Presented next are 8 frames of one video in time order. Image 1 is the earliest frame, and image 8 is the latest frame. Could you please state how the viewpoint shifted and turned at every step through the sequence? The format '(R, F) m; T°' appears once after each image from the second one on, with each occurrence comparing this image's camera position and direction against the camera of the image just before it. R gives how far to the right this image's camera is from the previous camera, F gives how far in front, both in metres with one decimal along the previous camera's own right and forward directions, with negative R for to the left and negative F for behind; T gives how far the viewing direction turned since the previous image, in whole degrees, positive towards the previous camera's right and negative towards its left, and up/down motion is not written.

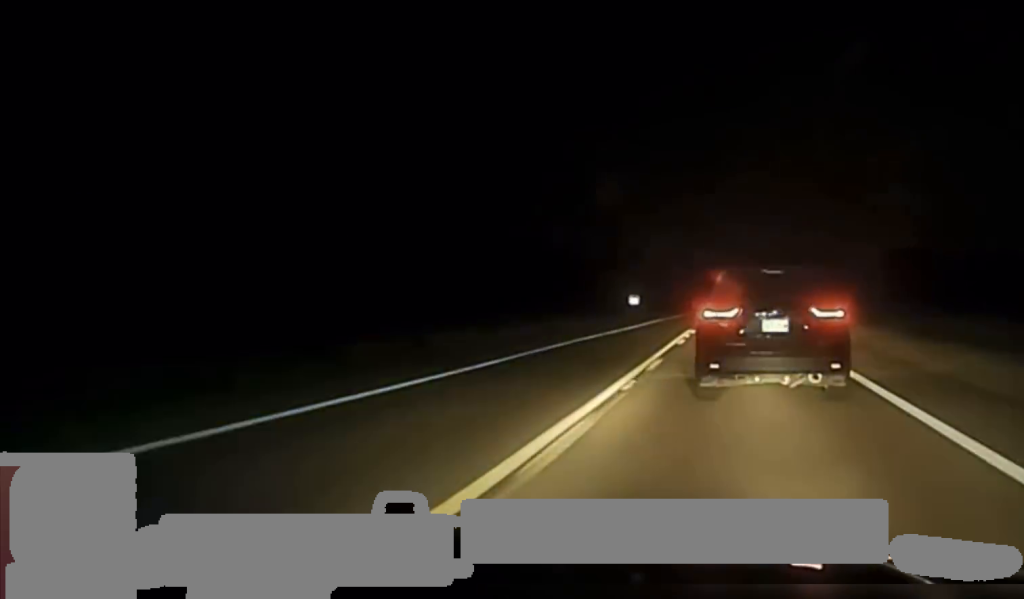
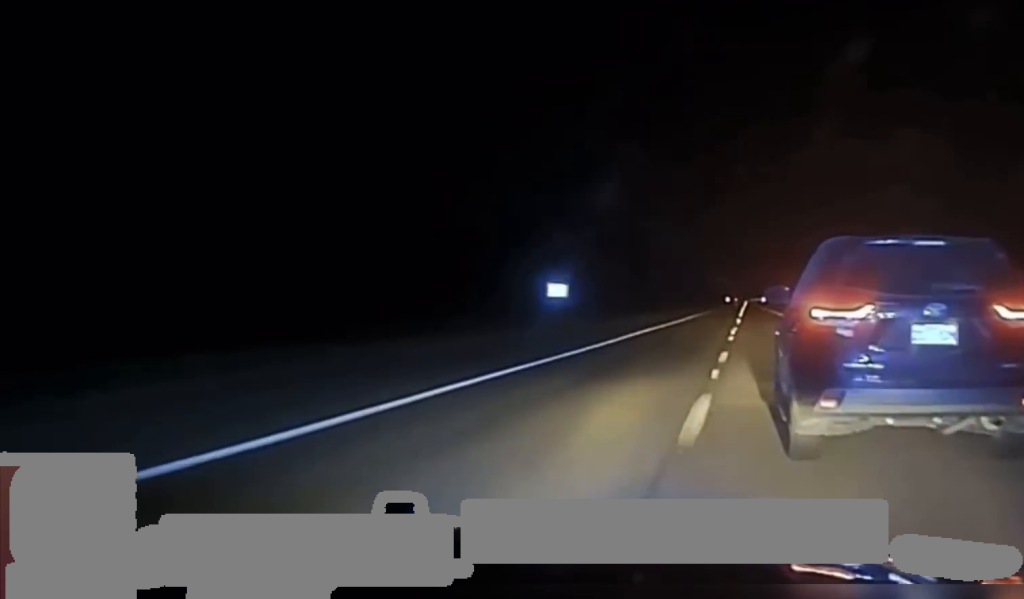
(-0.4, +68.4) m; 0°
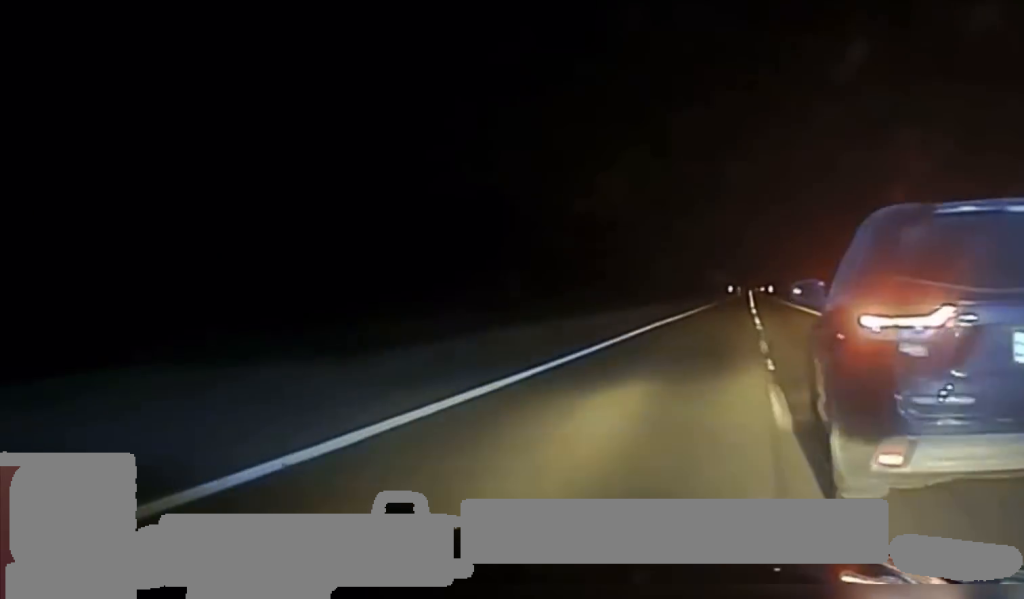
(+0.3, +44.9) m; 0°
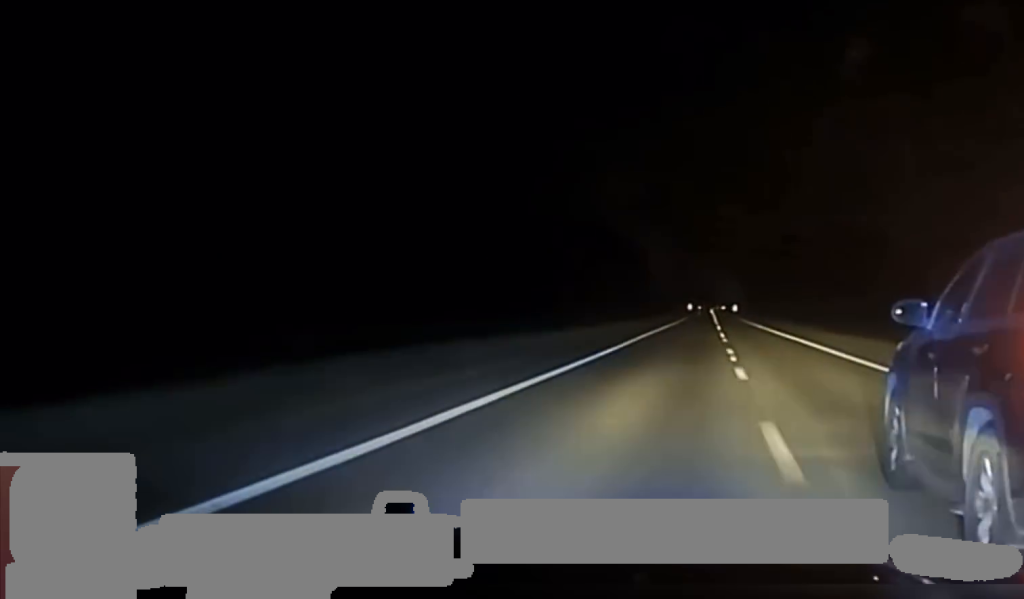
(0.0, +35.2) m; 0°
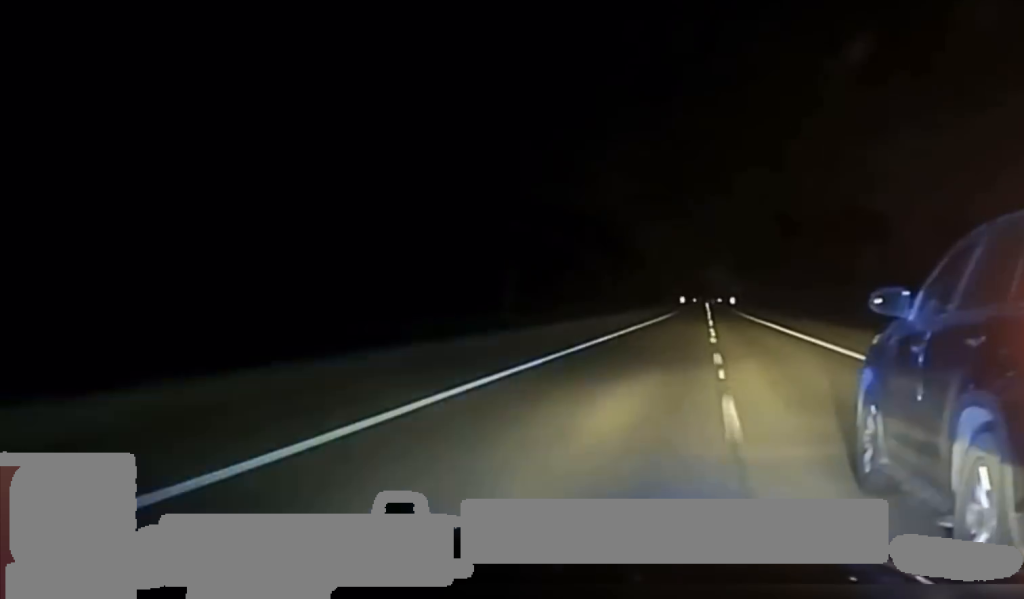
(0.0, +31.8) m; 0°
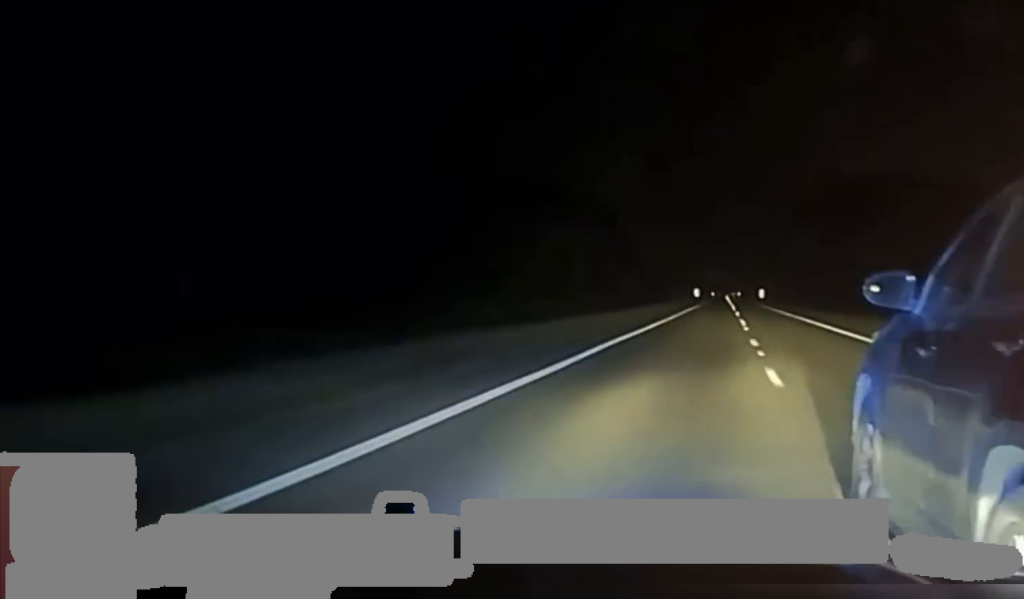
(0.0, +69.9) m; 0°
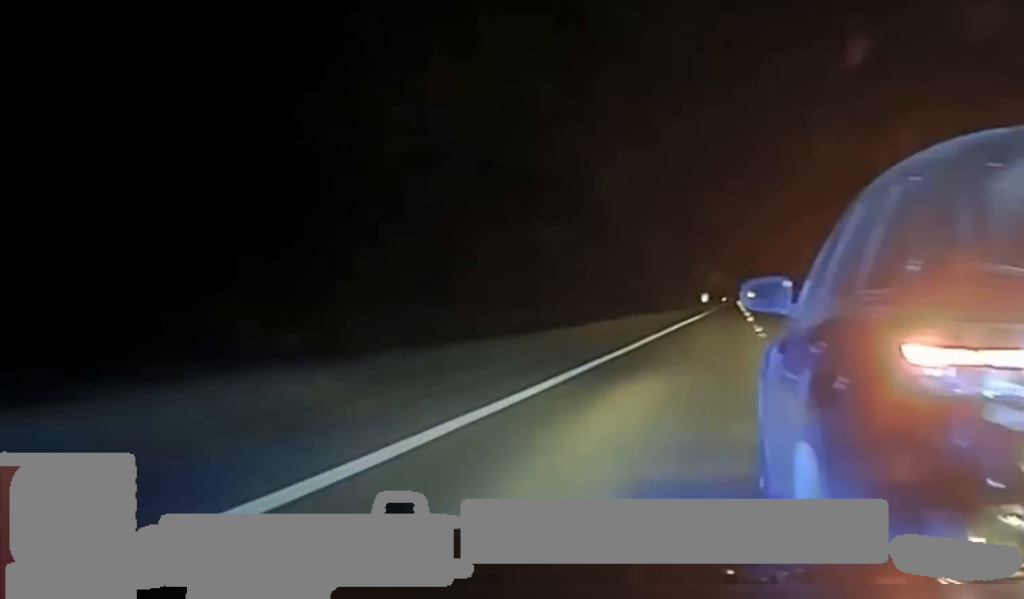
(0.0, +27.5) m; 0°
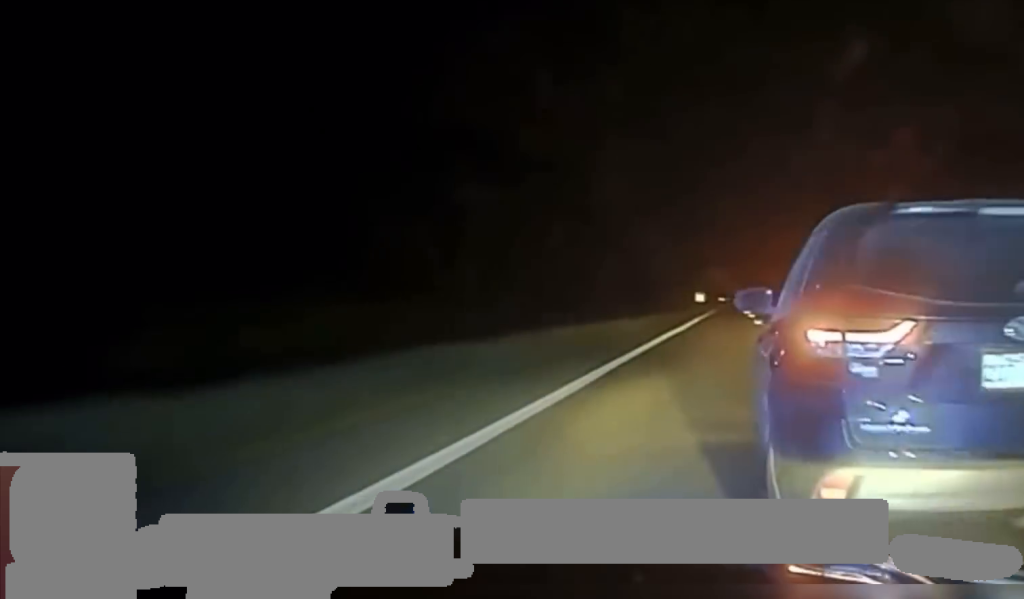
(0.0, +32.1) m; 0°
